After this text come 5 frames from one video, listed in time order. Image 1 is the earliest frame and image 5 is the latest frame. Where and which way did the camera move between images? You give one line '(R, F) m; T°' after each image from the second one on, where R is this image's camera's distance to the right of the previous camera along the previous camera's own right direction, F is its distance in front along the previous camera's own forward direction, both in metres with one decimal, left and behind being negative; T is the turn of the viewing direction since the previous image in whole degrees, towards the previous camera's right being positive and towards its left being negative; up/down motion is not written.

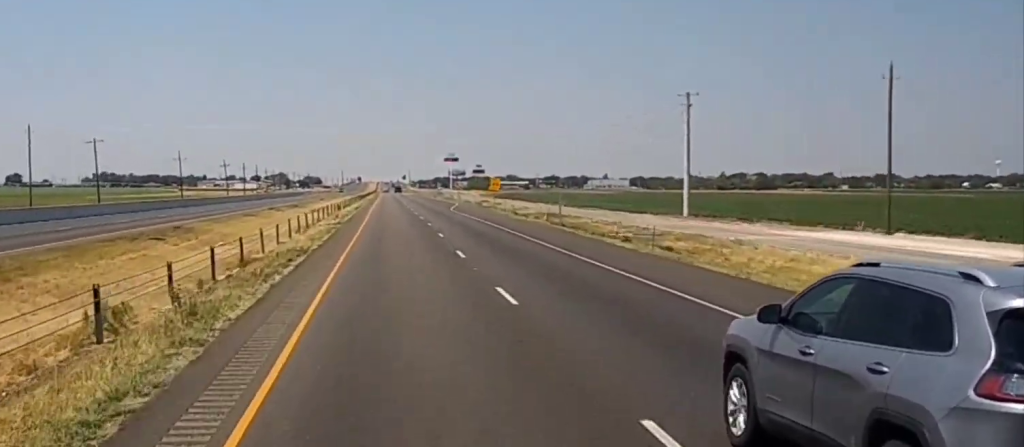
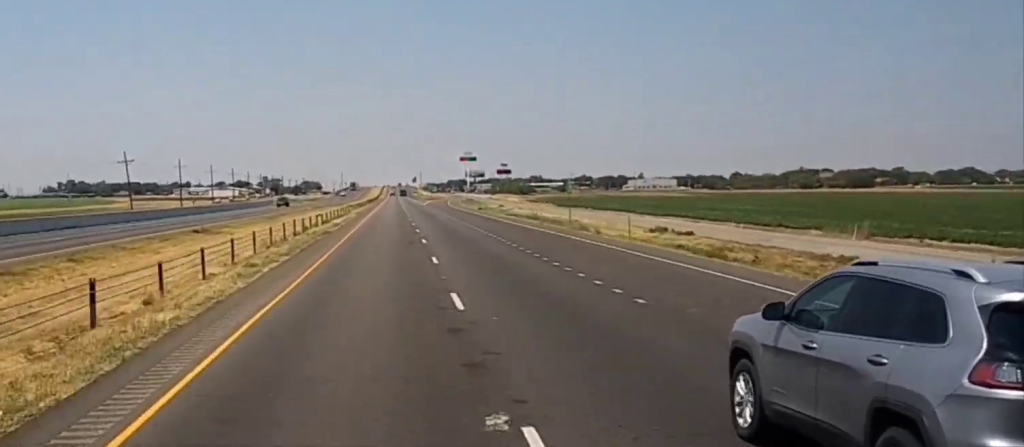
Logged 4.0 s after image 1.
(+1.5, +125.0) m; 0°
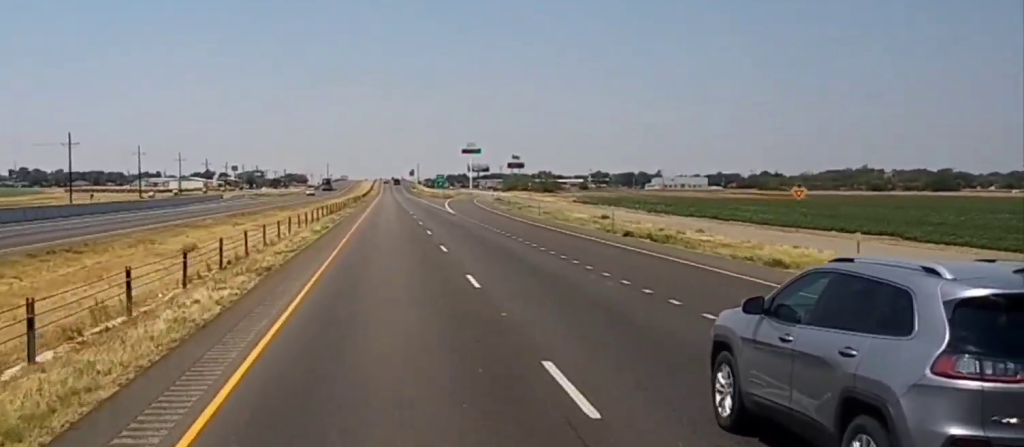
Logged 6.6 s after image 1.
(-1.0, +83.6) m; -1°
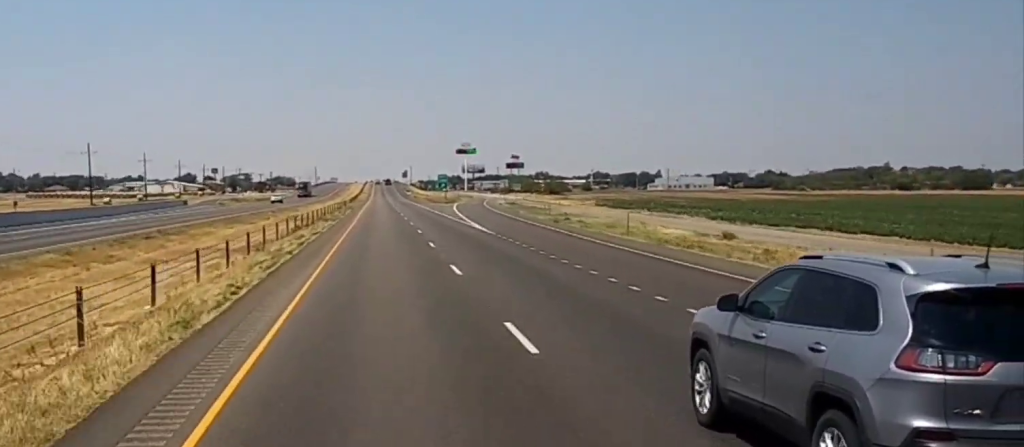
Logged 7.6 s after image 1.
(-0.1, +33.0) m; 0°
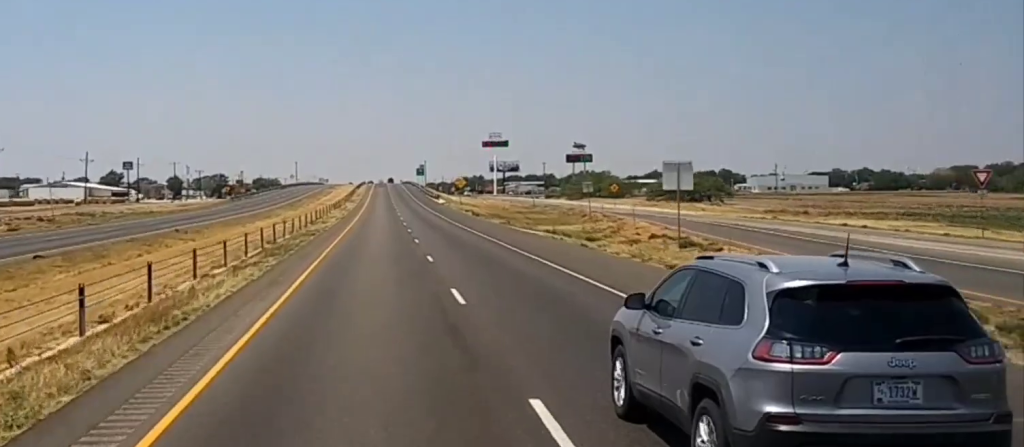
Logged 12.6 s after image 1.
(+2.2, +157.0) m; +1°
